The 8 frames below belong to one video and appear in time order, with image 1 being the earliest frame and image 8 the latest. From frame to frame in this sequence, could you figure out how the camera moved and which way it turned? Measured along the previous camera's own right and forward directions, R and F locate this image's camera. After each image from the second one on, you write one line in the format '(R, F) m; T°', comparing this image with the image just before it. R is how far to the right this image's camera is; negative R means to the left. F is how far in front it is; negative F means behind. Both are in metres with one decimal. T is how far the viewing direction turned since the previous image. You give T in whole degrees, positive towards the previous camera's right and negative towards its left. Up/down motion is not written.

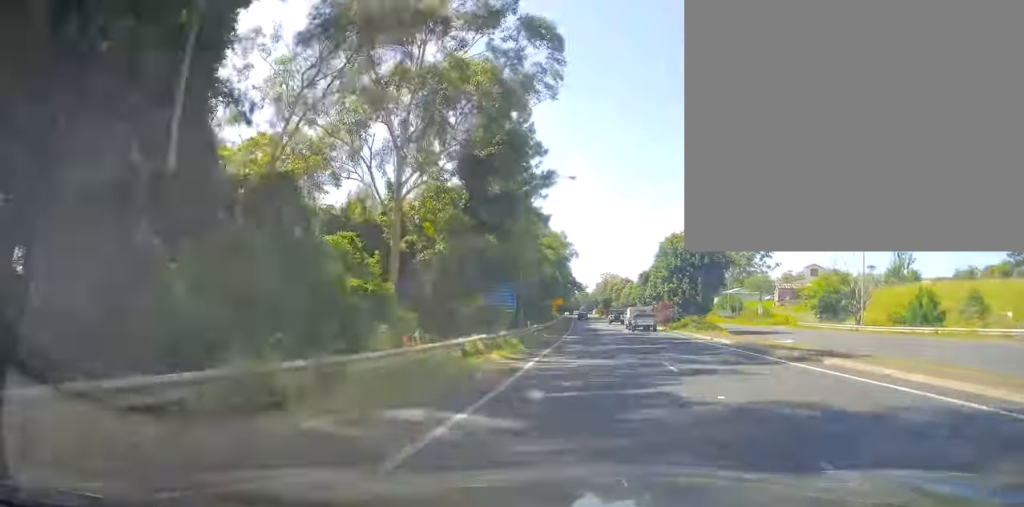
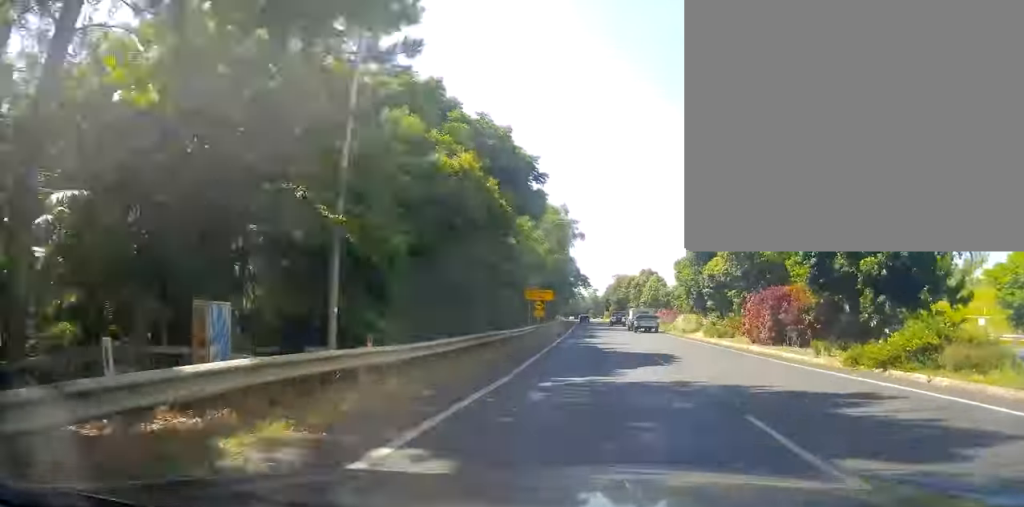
(-0.4, +32.8) m; -2°
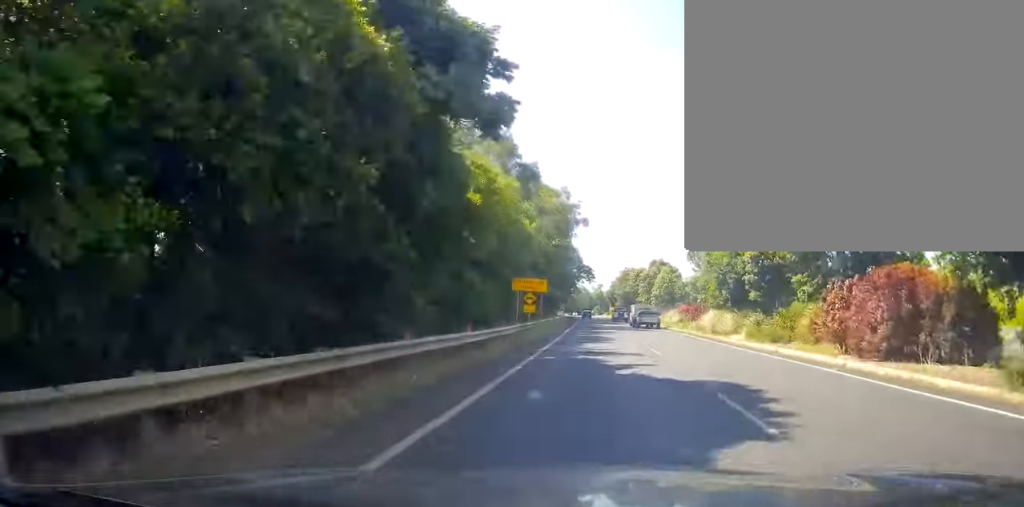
(-0.1, +9.5) m; 0°
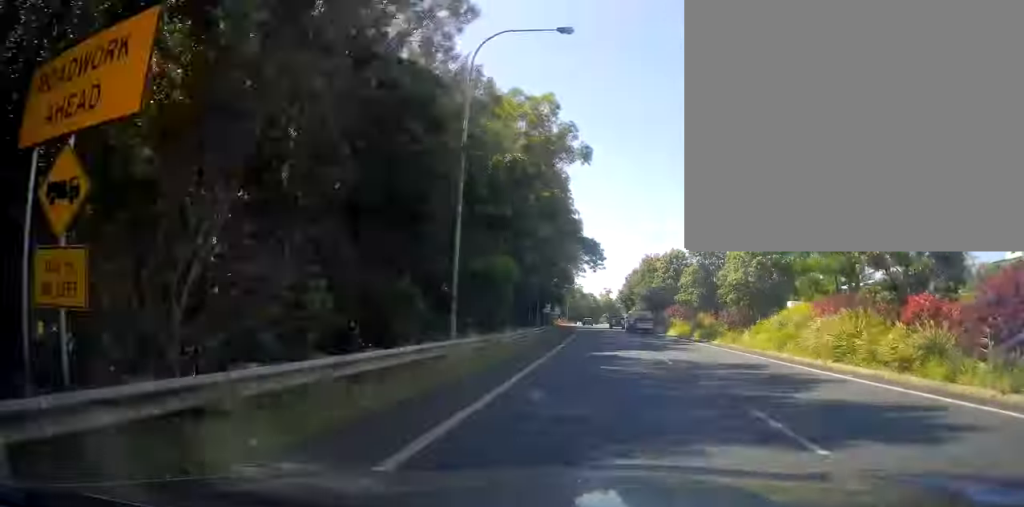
(-0.4, +36.4) m; -1°
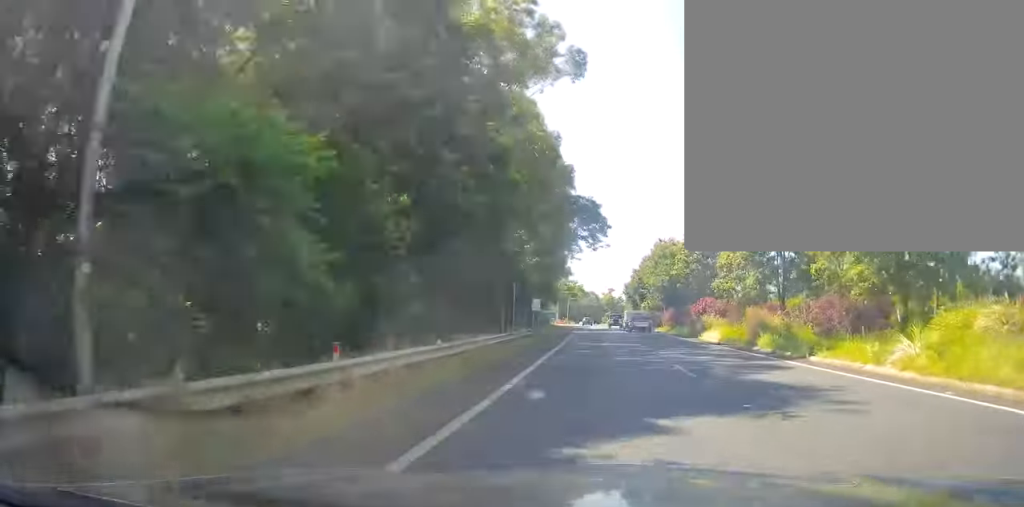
(0.0, +16.1) m; 0°
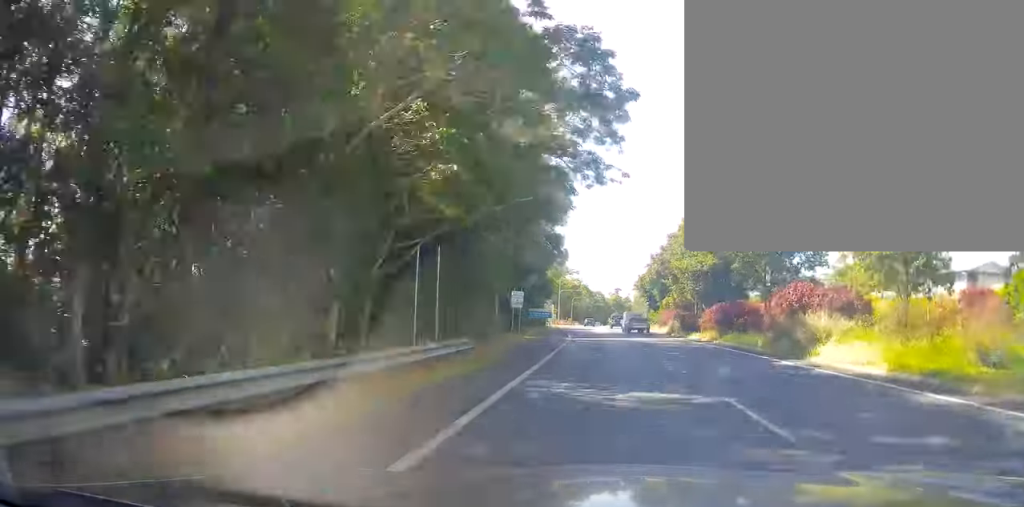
(0.0, +19.3) m; 0°
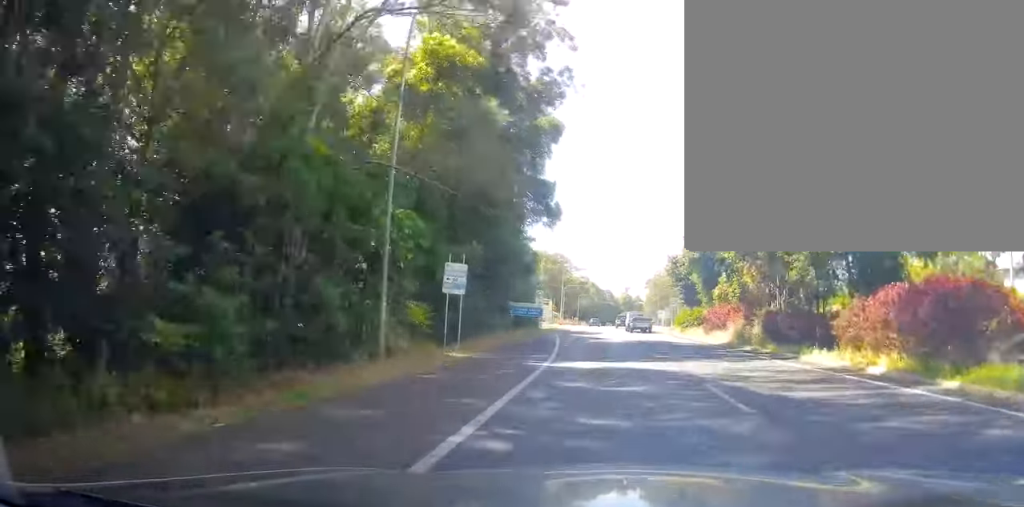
(-0.1, +22.1) m; -1°
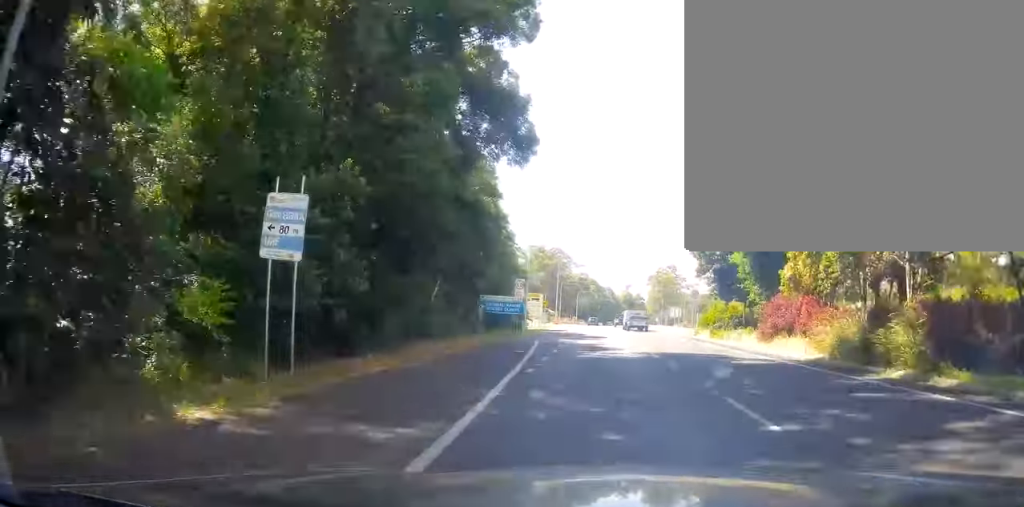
(-0.2, +13.5) m; -1°
